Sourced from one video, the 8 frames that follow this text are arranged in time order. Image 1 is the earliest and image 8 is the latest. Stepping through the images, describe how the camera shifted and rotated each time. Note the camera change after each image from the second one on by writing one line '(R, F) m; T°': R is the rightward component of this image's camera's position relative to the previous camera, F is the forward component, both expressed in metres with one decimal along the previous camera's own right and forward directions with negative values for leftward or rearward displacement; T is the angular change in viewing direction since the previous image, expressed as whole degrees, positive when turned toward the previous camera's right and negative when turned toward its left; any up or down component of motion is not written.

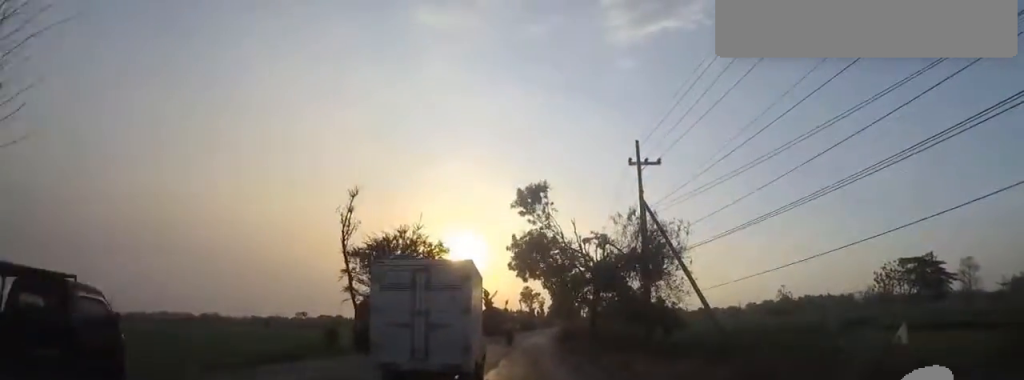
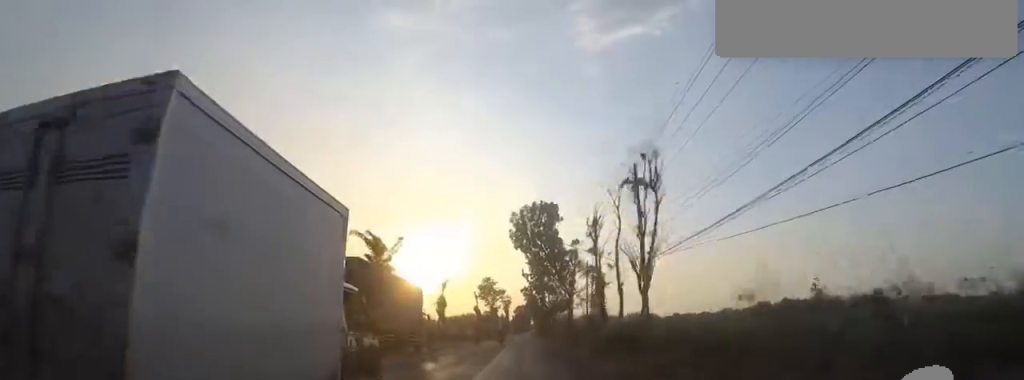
(+5.3, +44.2) m; +10°
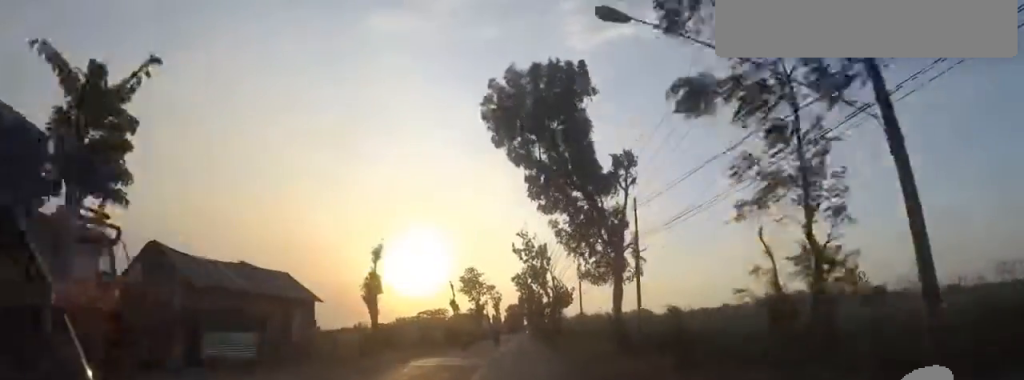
(-0.5, +21.7) m; -4°
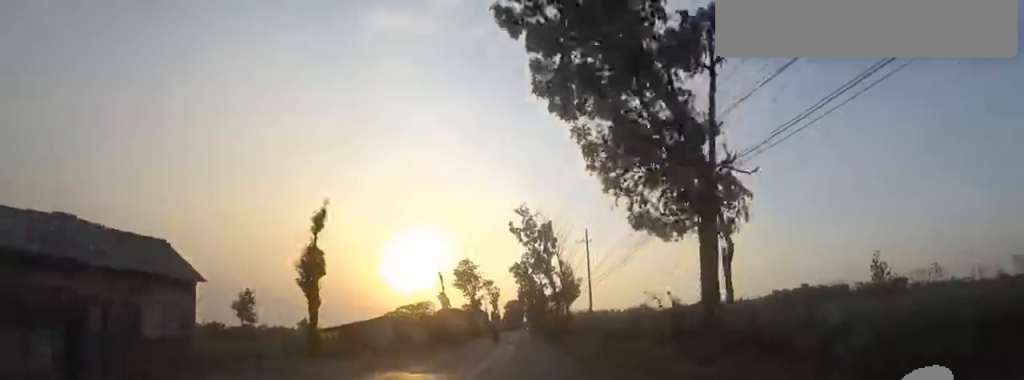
(-0.4, +8.6) m; -1°
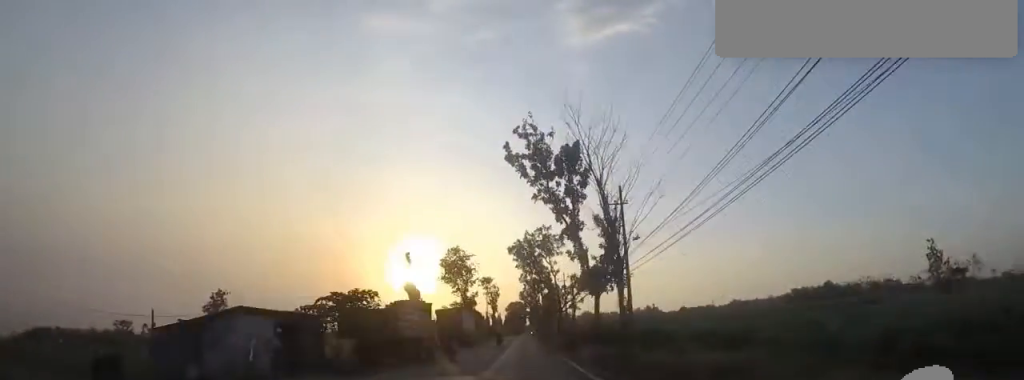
(0.0, +17.1) m; +2°
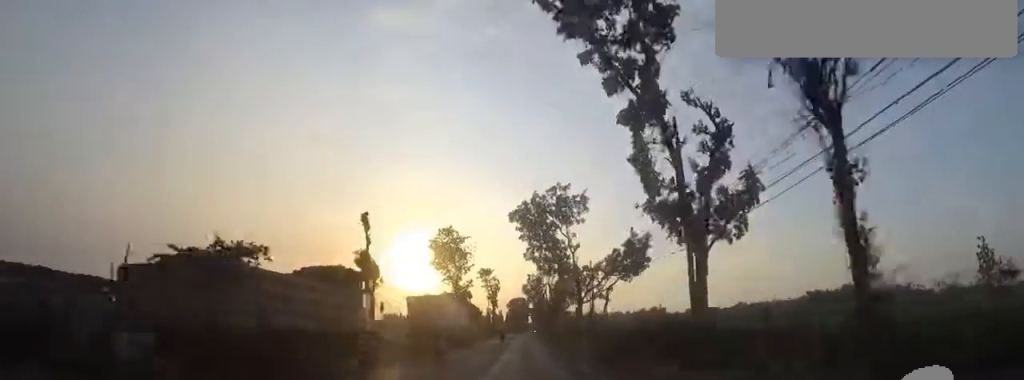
(+0.2, +12.6) m; +1°
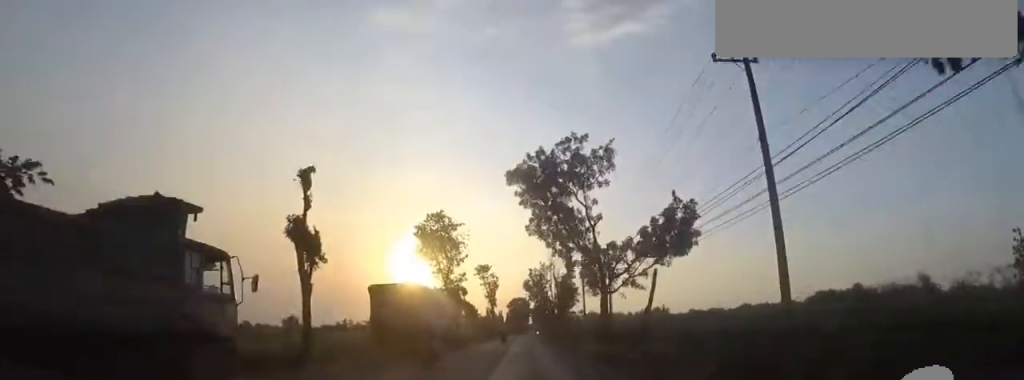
(+0.3, +8.1) m; 0°
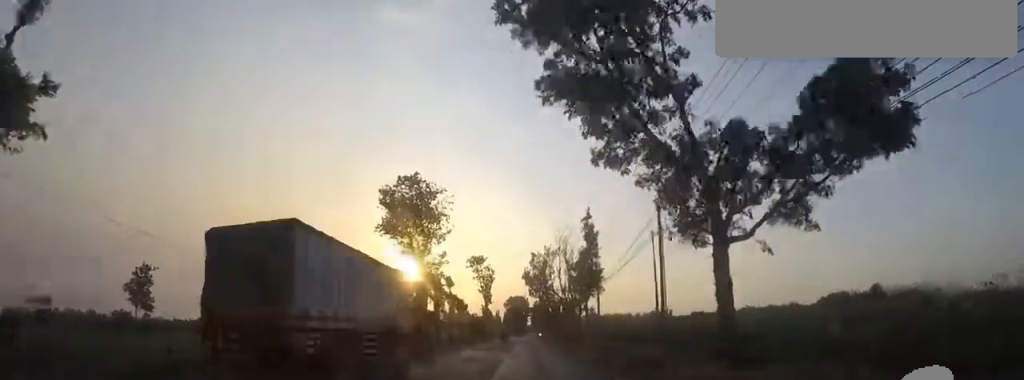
(0.0, +13.0) m; 0°
